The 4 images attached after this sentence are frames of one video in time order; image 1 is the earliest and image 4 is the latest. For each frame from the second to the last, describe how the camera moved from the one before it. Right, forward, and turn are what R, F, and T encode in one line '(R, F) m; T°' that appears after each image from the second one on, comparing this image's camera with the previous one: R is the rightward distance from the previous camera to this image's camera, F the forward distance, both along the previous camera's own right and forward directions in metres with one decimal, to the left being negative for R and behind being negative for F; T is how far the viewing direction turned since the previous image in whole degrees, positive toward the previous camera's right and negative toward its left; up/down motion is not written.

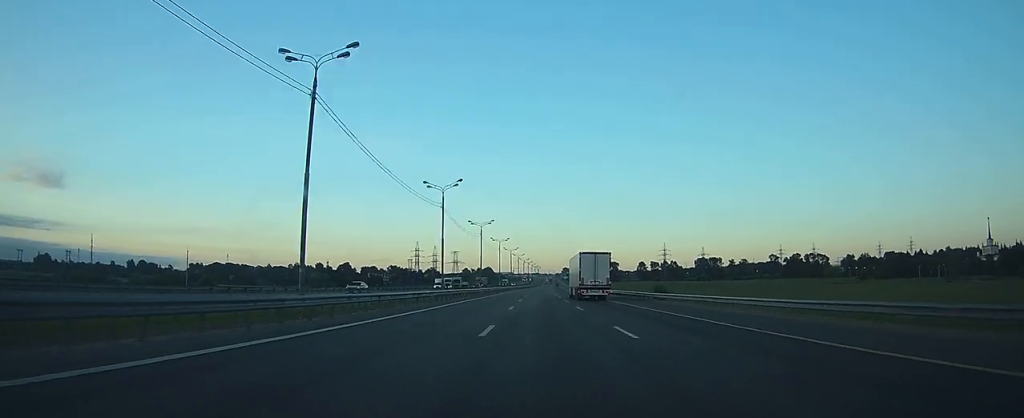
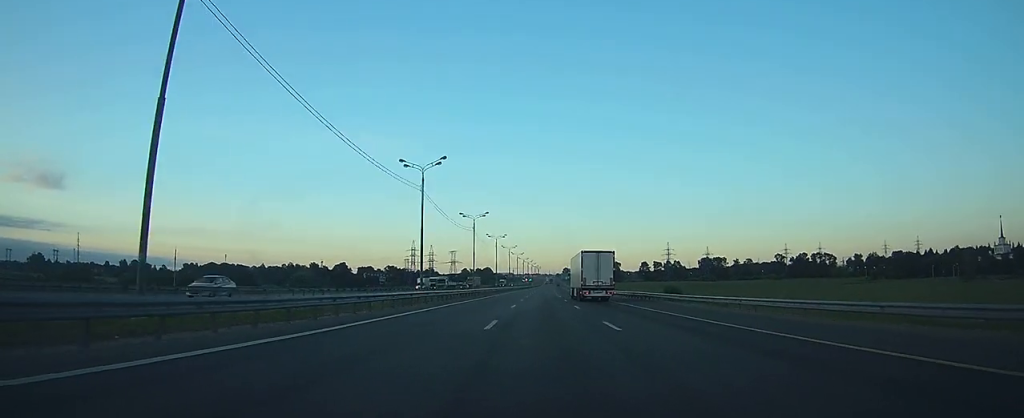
(0.0, +13.5) m; 0°
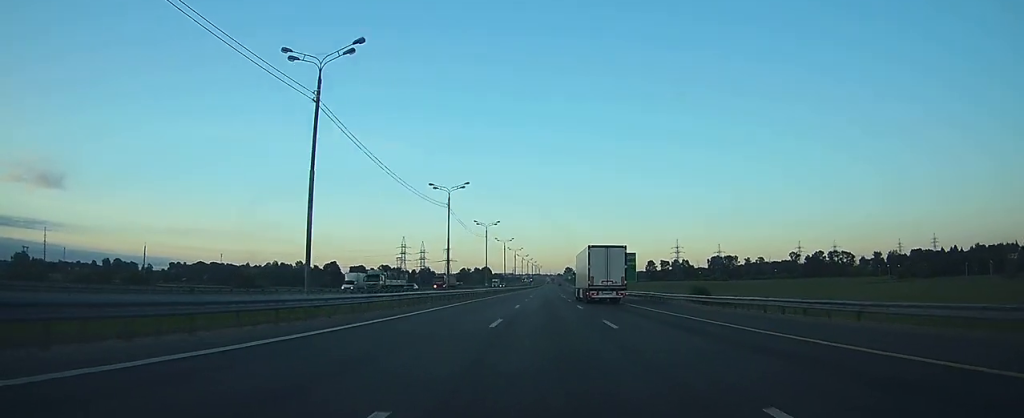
(0.0, +30.9) m; 0°
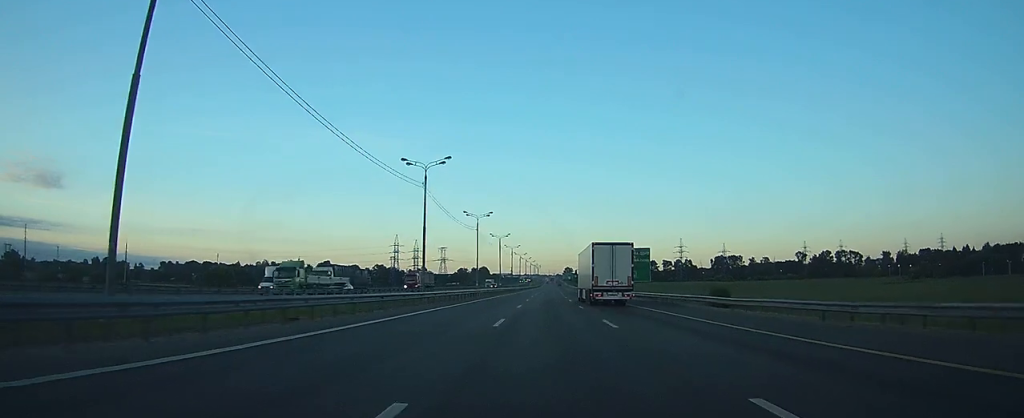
(0.0, +15.4) m; 0°
